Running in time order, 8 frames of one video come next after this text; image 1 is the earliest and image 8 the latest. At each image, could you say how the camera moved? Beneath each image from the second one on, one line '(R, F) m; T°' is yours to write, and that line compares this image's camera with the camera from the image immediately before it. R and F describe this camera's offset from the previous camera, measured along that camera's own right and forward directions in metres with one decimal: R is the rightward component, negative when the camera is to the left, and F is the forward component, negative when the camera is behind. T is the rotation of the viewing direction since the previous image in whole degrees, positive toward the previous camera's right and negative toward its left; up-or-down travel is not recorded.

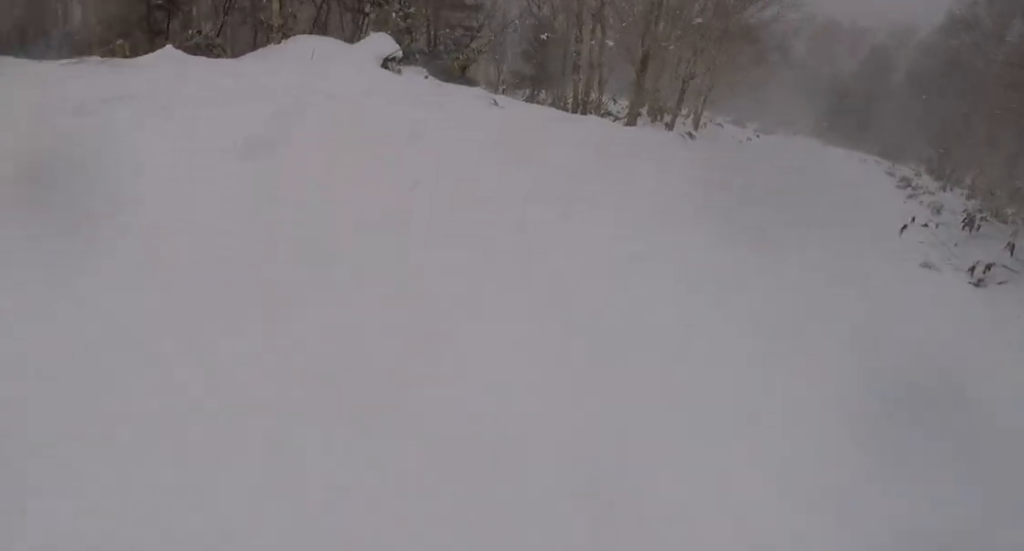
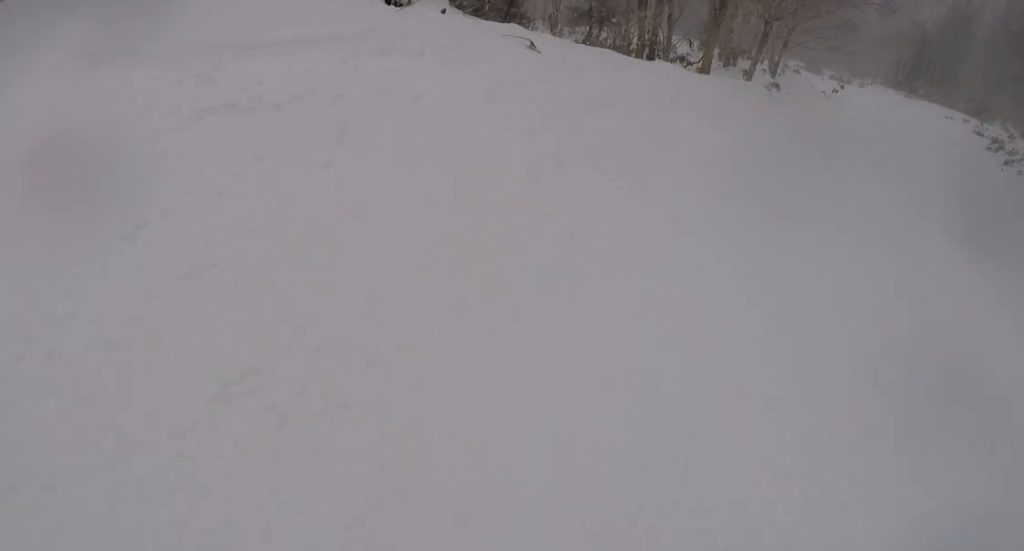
(+0.1, +3.2) m; +2°
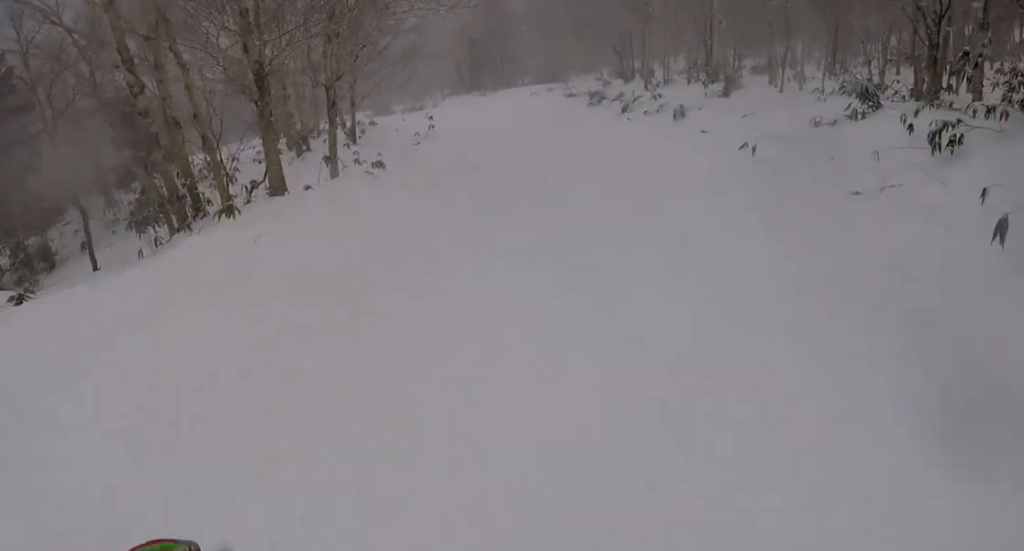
(+1.2, +6.6) m; +27°
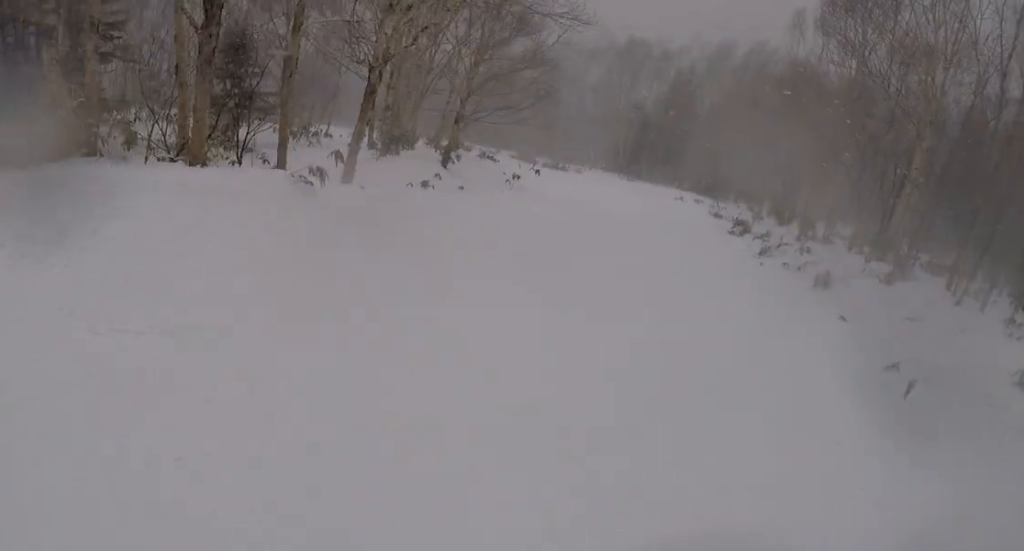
(+1.5, +4.8) m; -3°
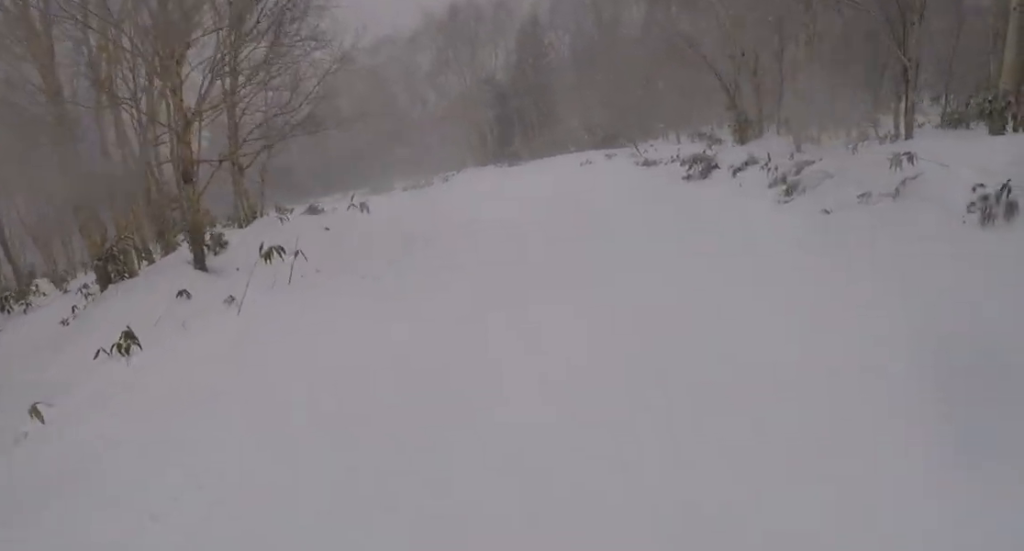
(-2.4, +10.7) m; -3°
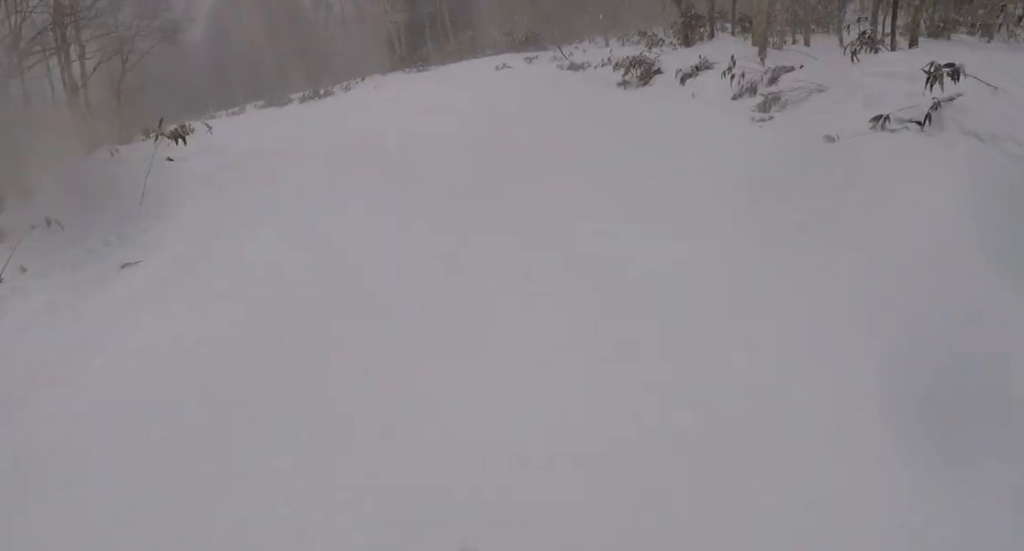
(0.0, +3.5) m; 0°
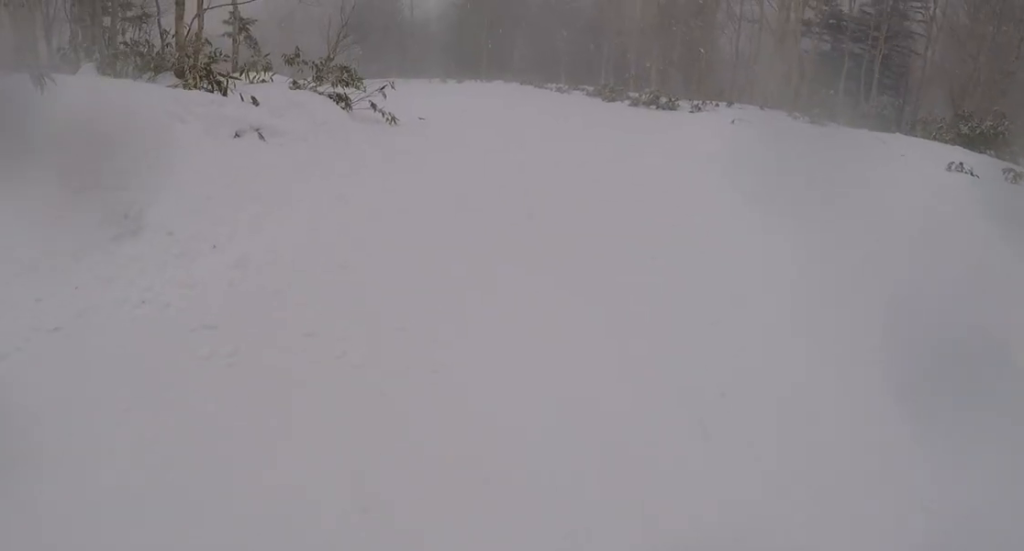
(-1.3, +13.2) m; -16°
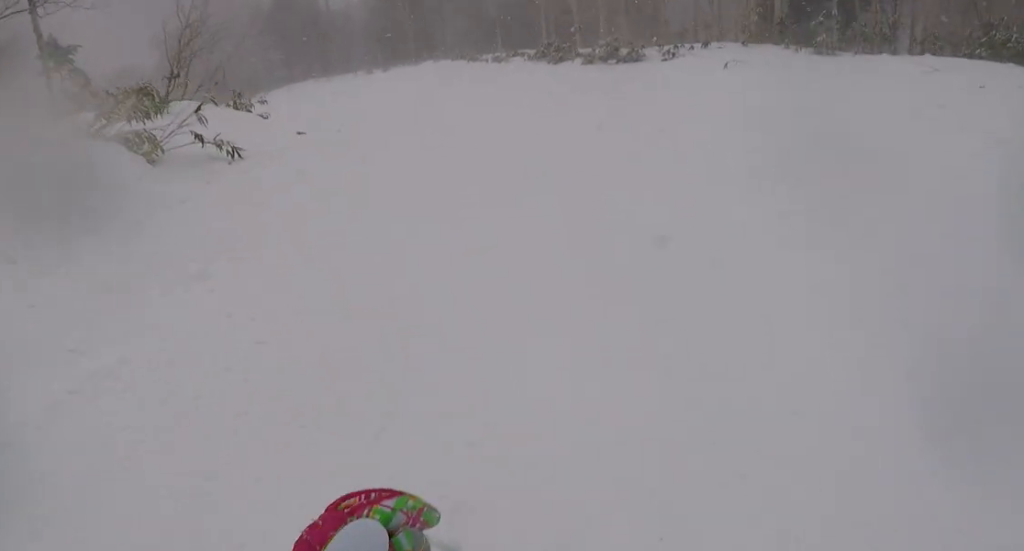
(-0.4, +5.0) m; -6°
